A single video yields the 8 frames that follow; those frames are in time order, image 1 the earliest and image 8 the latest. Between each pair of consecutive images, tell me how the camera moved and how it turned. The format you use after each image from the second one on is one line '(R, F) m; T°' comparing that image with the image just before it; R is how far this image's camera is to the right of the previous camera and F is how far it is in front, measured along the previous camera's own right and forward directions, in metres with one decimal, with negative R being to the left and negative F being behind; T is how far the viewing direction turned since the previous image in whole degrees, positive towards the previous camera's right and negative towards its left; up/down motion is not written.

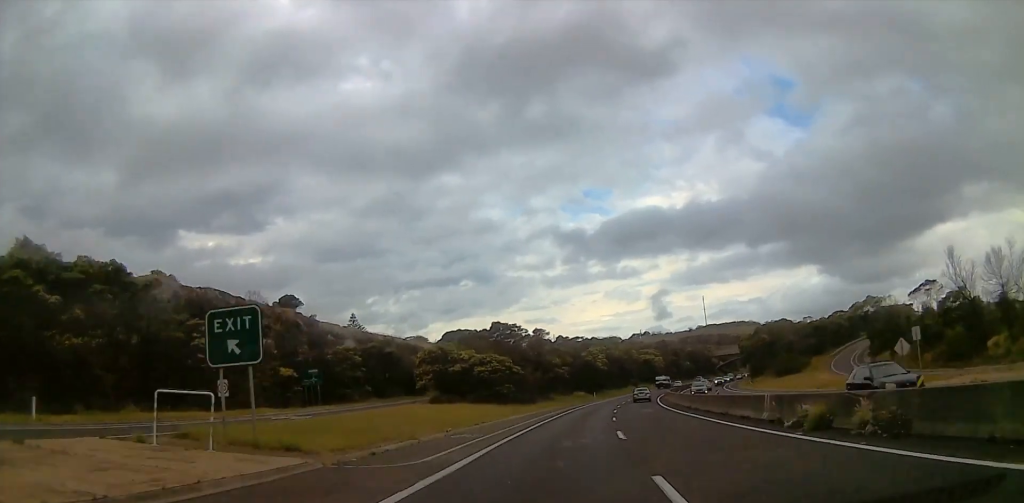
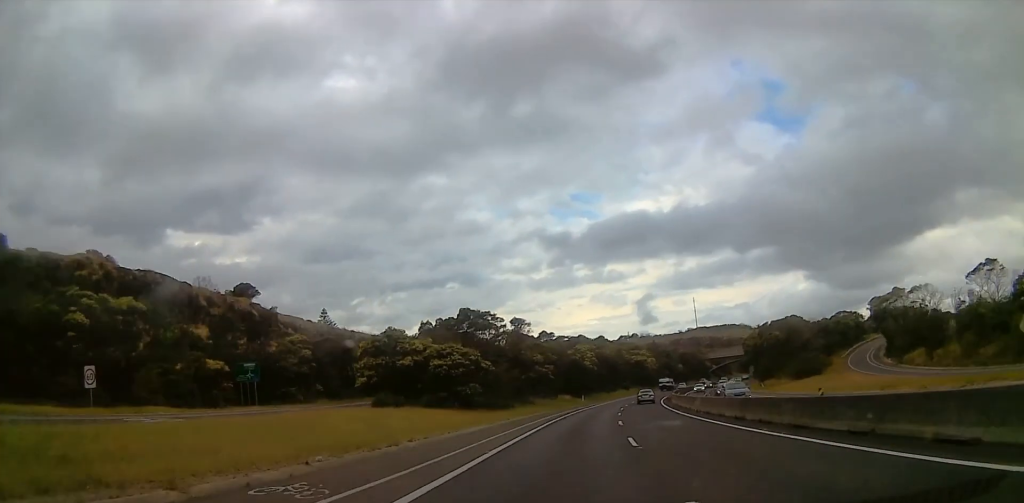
(+0.4, +14.0) m; +2°
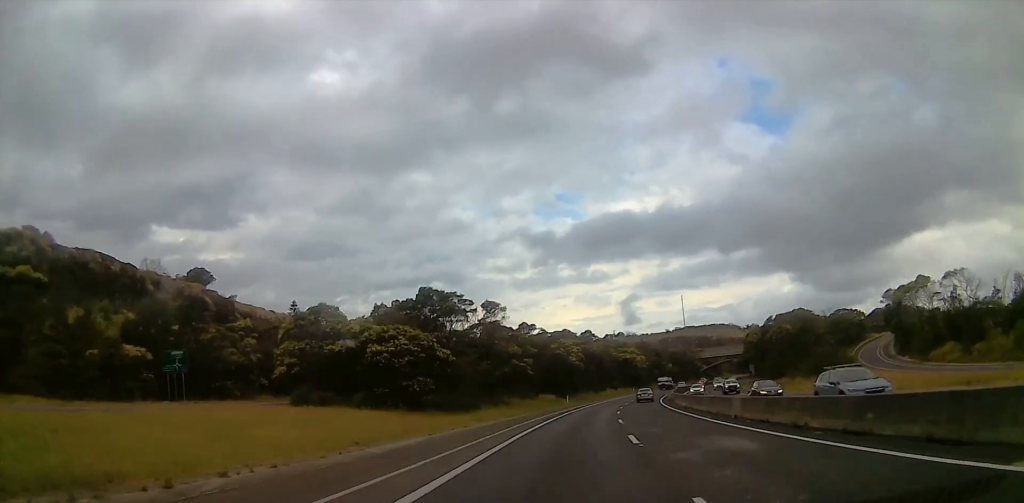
(0.0, +12.0) m; +2°
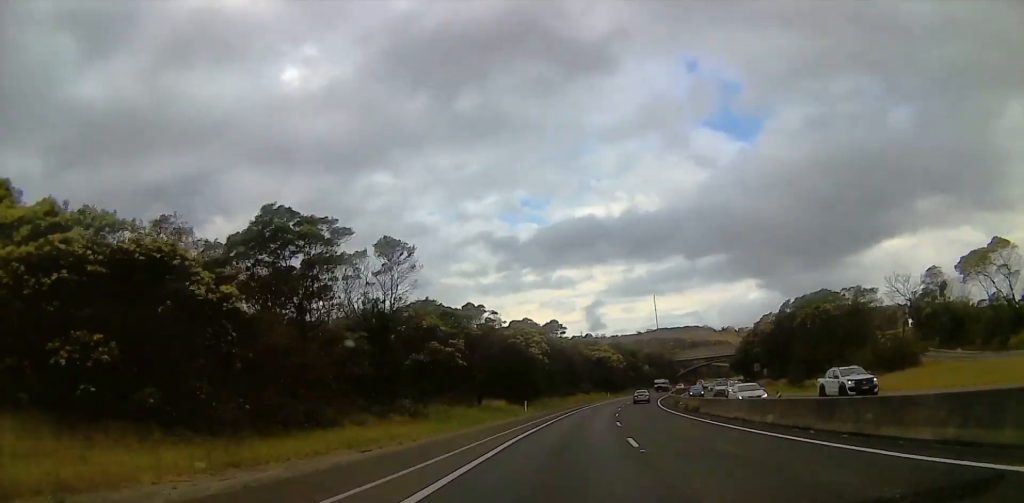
(+0.7, +23.7) m; +2°
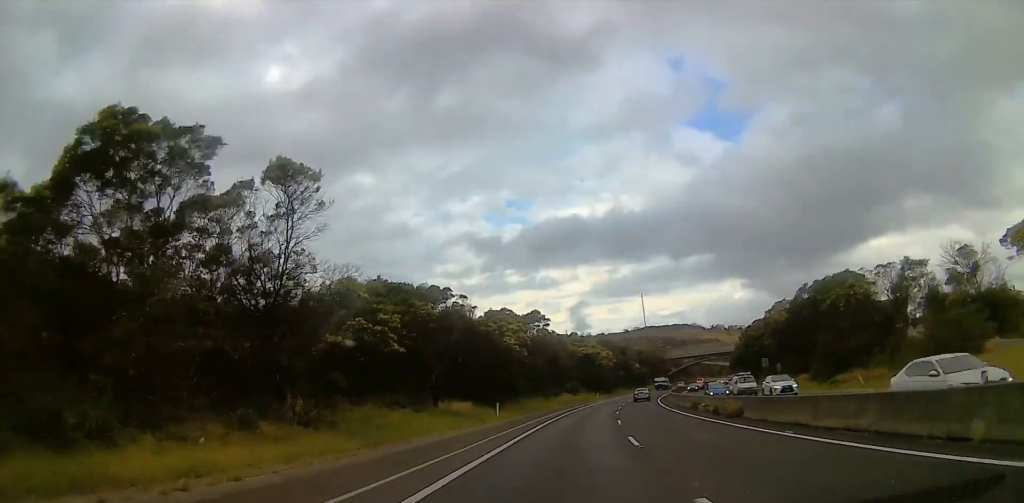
(0.0, +11.8) m; +5°
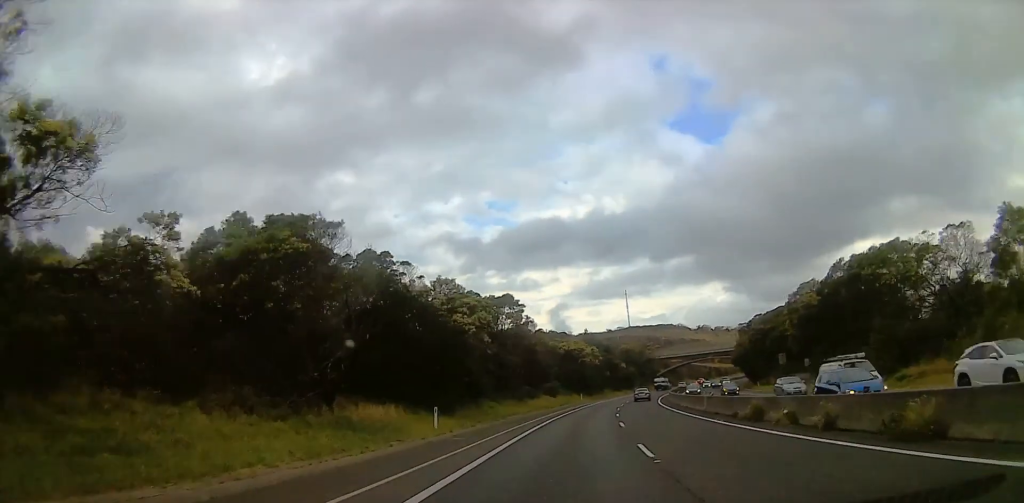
(-0.6, +14.6) m; +6°
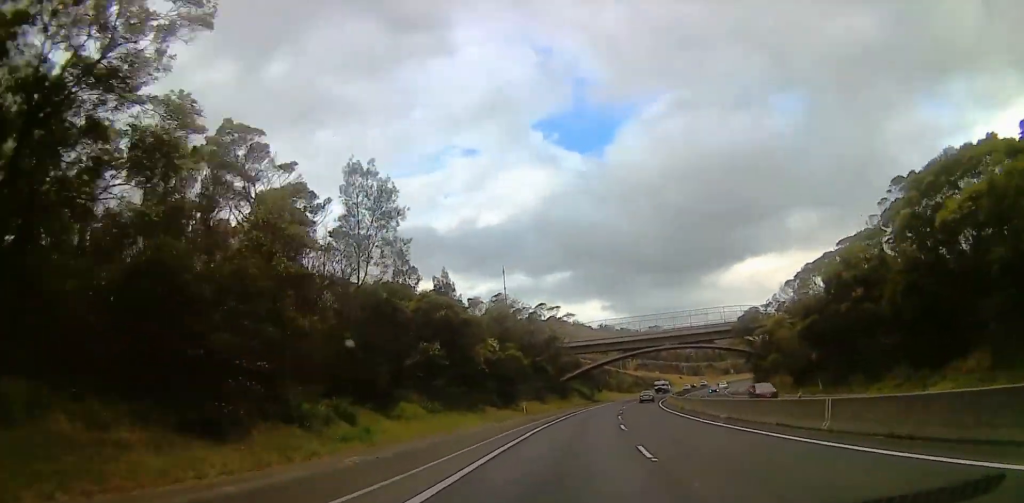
(+15.4, +91.9) m; +9°
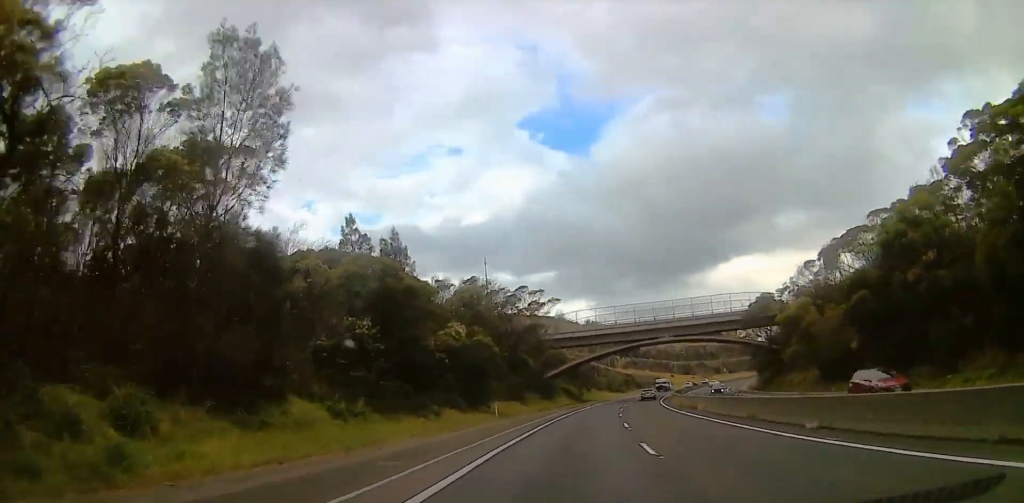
(0.0, +11.9) m; 0°
